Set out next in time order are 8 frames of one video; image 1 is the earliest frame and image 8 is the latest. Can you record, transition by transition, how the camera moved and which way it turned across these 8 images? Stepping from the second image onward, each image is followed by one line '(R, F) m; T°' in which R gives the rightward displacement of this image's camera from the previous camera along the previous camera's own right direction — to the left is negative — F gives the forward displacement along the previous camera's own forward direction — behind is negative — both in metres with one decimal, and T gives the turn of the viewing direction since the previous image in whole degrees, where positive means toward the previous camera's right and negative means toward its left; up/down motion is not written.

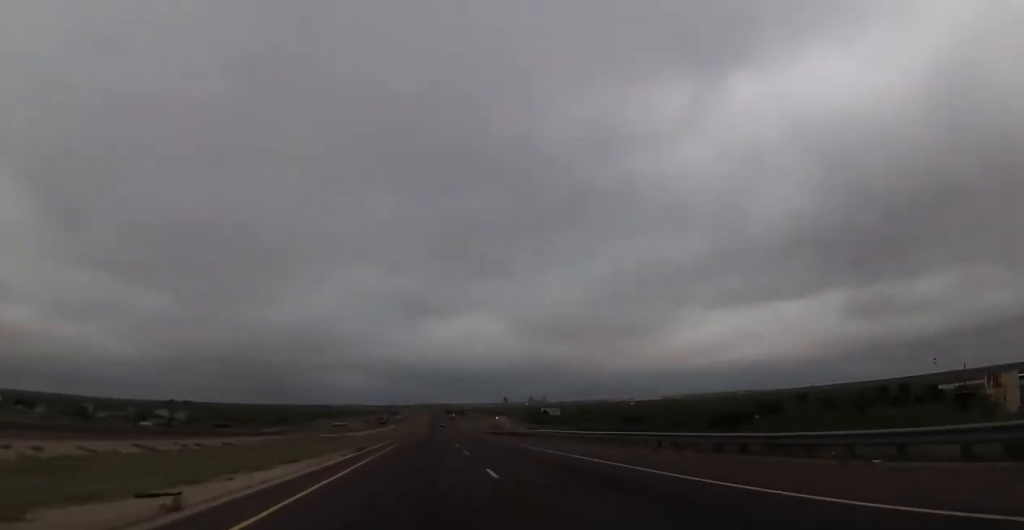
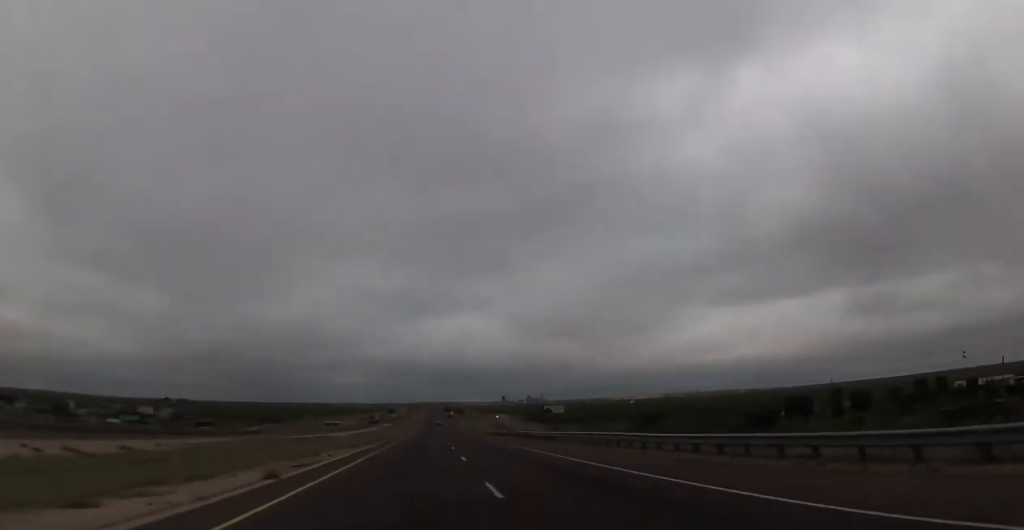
(0.0, +16.1) m; 0°
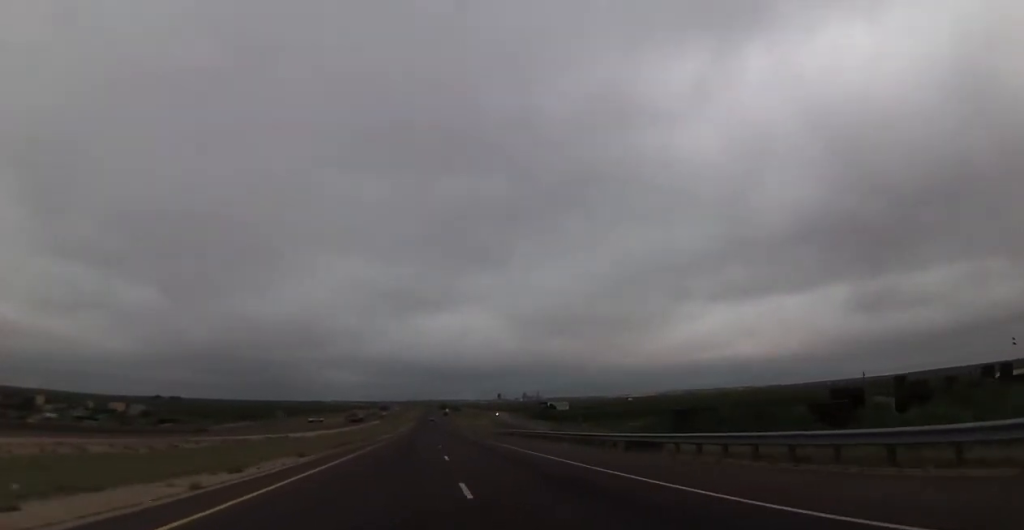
(0.0, +24.7) m; 0°
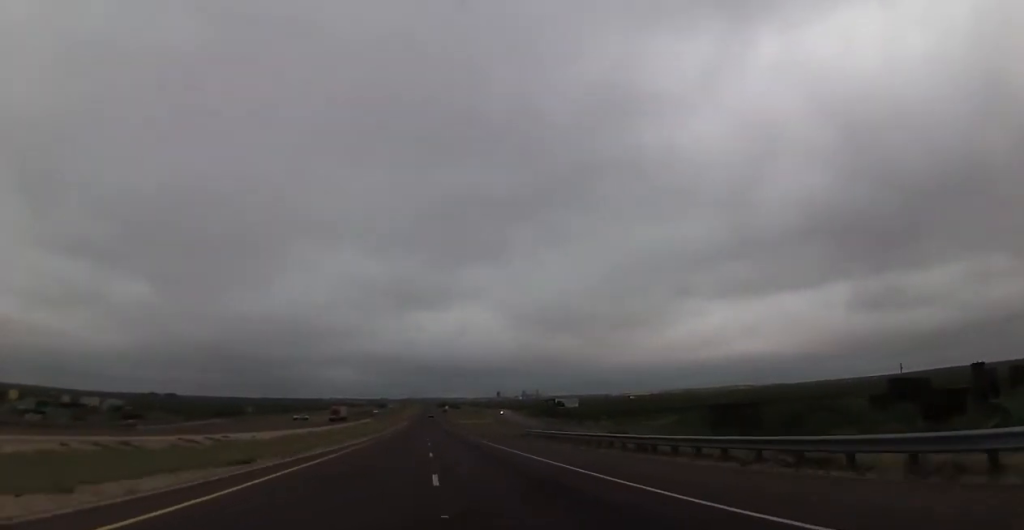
(-0.3, +22.4) m; +1°
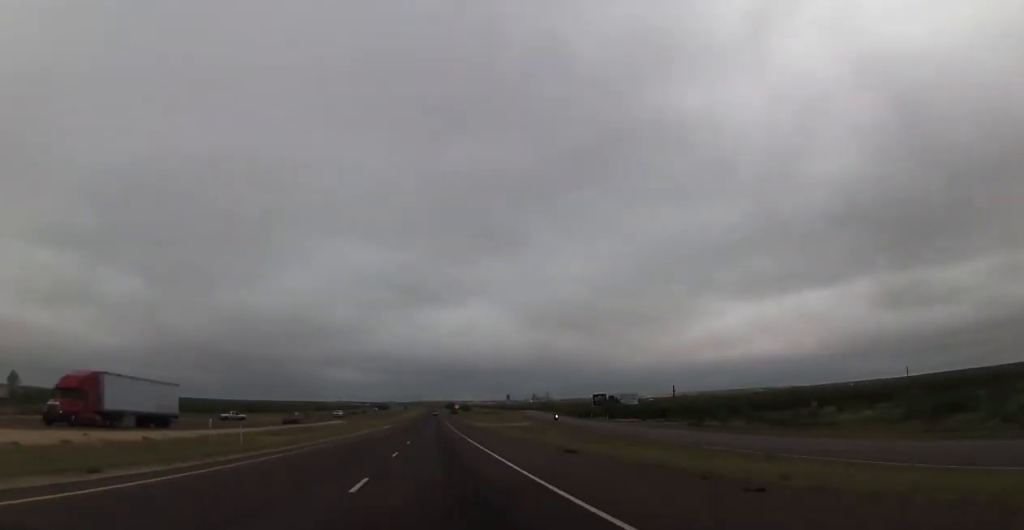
(+0.9, +75.7) m; 0°
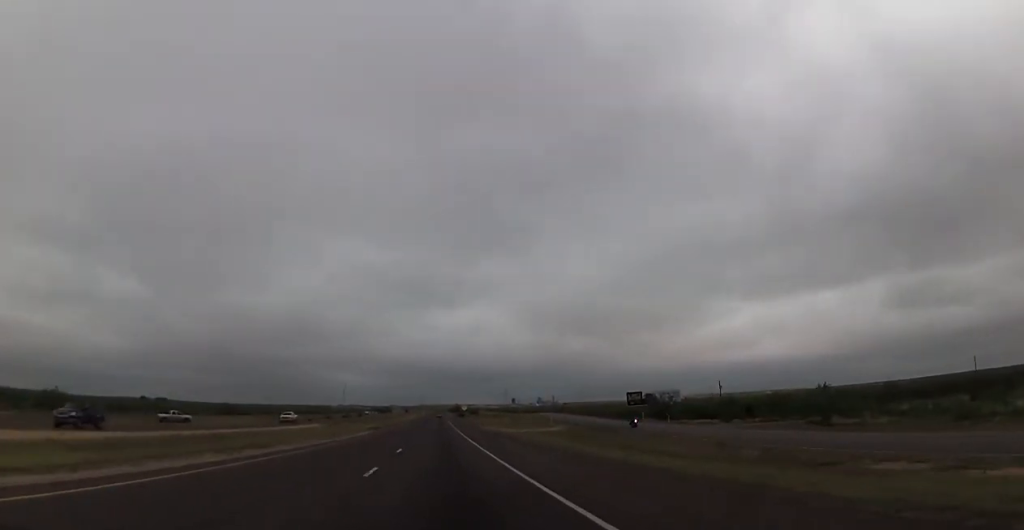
(0.0, +33.4) m; 0°
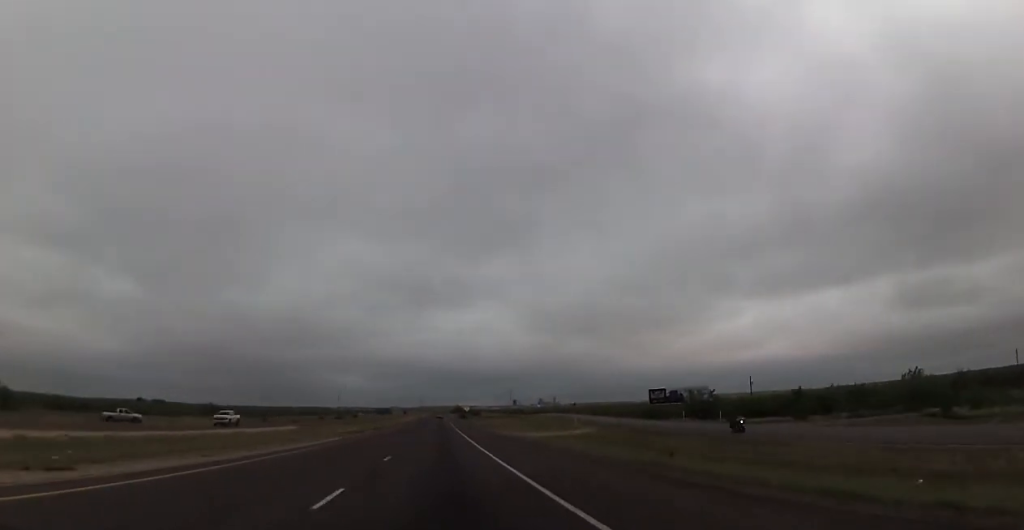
(0.0, +18.5) m; 0°
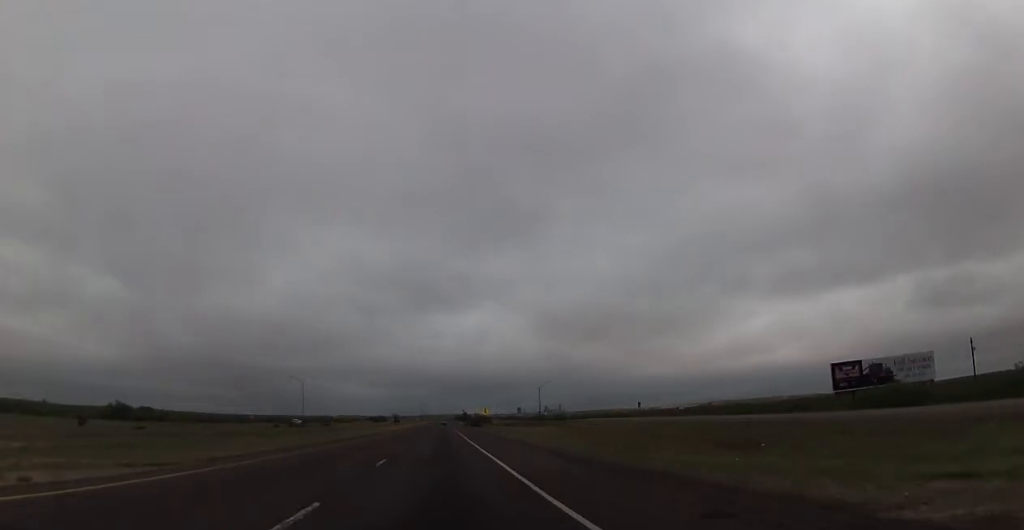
(-0.5, +75.9) m; -1°
